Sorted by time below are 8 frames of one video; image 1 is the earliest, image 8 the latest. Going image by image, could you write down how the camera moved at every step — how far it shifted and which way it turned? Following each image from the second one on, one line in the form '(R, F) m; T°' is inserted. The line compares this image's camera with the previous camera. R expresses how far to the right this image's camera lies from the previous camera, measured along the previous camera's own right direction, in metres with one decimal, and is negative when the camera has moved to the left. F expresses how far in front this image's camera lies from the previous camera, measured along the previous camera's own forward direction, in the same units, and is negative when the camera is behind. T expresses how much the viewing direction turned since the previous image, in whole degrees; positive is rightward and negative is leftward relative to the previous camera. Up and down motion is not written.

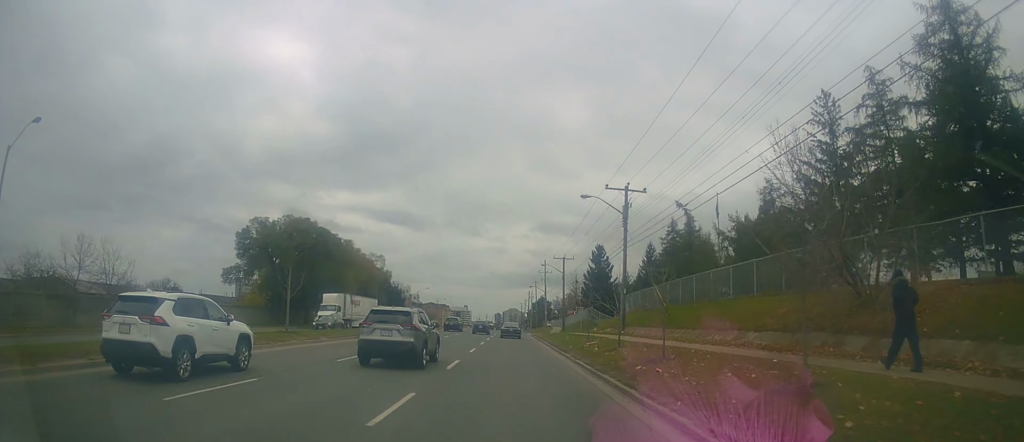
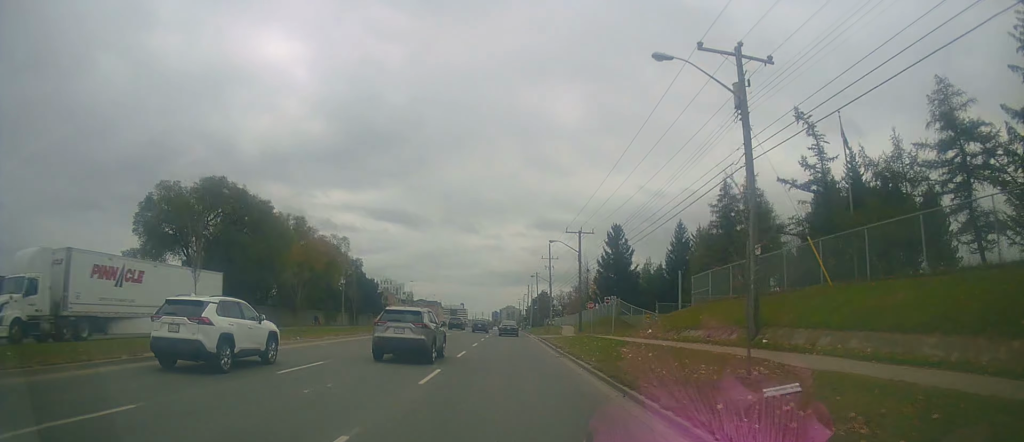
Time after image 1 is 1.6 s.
(-0.3, +21.7) m; -2°
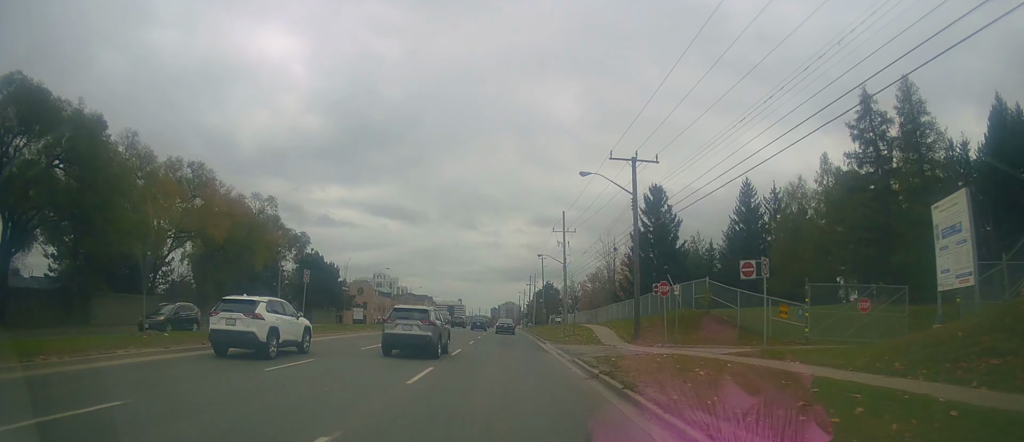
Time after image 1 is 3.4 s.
(-0.1, +27.0) m; +1°
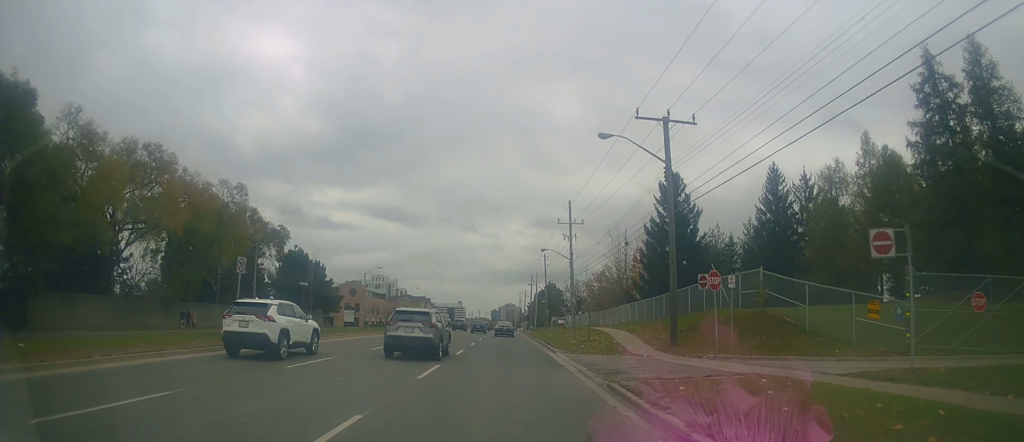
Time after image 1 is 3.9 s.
(+0.1, +7.4) m; +1°
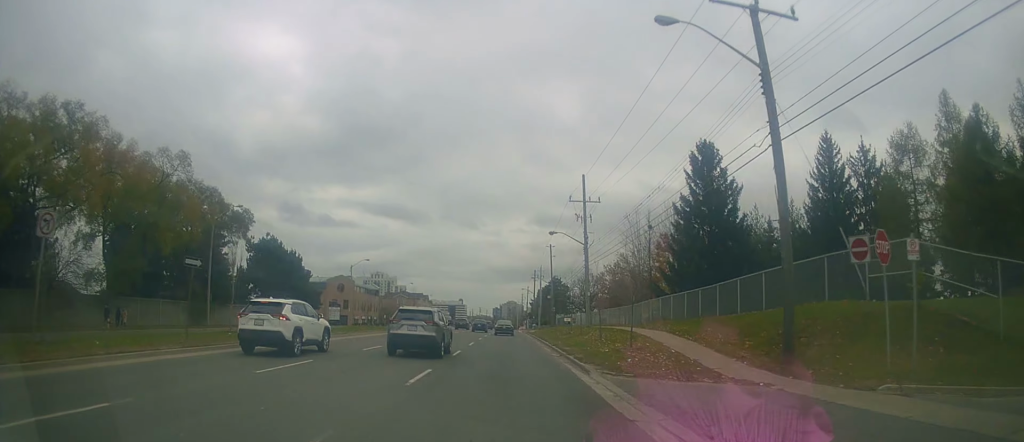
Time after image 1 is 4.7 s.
(0.0, +10.8) m; 0°
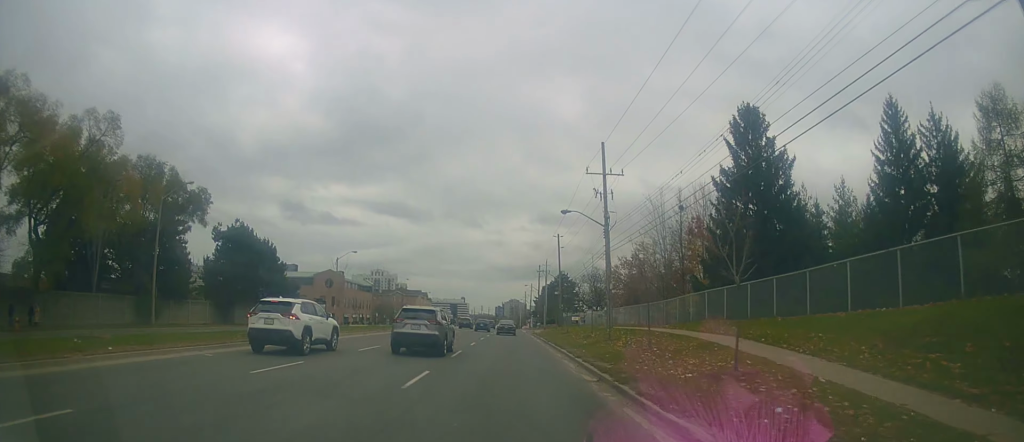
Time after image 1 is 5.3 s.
(0.0, +9.9) m; 0°
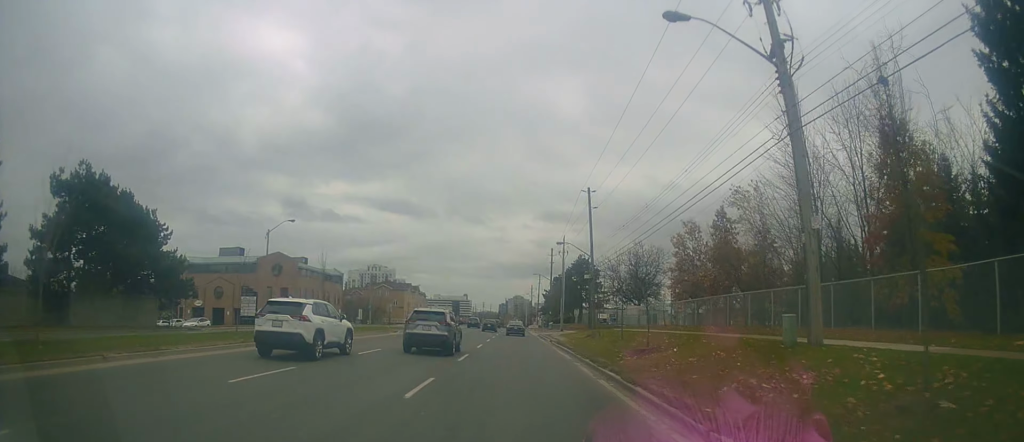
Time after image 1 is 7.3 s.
(-0.4, +28.7) m; -2°
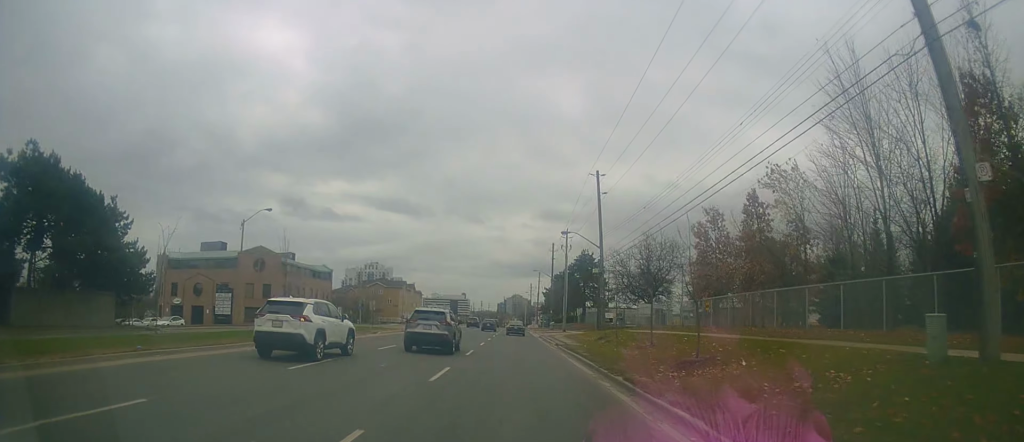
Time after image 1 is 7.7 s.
(-0.2, +6.3) m; 0°
